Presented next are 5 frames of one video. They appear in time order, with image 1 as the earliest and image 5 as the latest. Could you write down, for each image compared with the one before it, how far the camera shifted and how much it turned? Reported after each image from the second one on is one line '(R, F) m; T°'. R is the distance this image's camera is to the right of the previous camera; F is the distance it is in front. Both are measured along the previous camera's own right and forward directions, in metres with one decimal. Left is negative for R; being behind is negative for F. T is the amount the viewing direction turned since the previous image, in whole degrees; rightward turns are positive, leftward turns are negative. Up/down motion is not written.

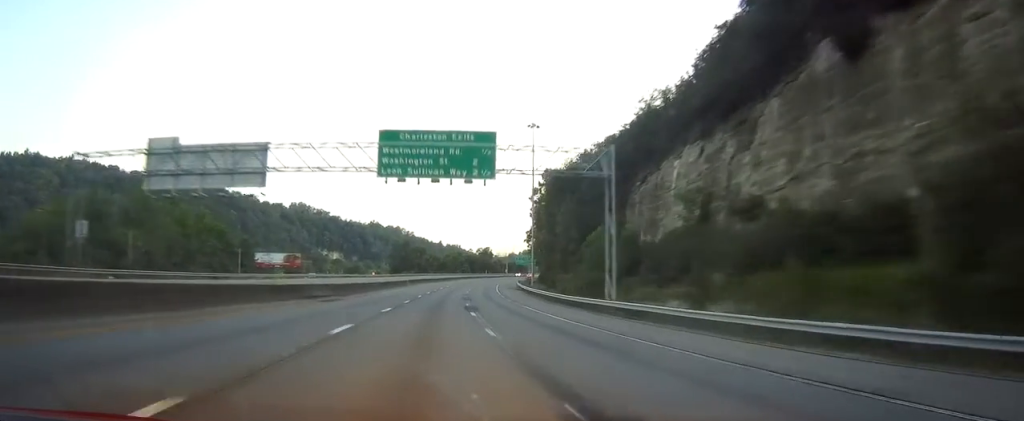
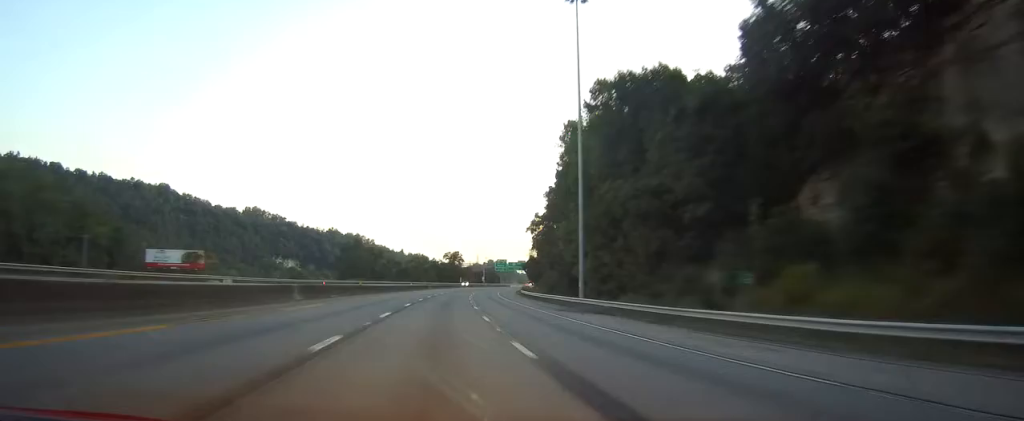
(0.0, +63.9) m; 0°
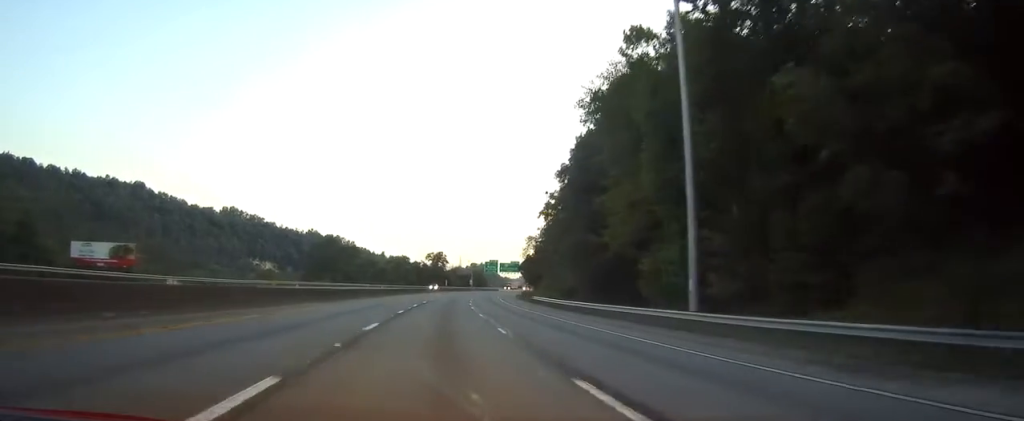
(0.0, +29.8) m; 0°
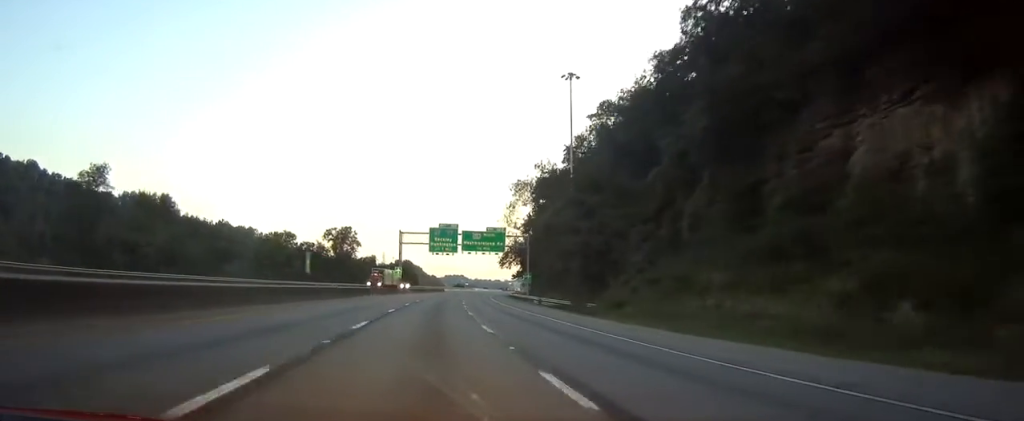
(0.0, +121.0) m; +4°
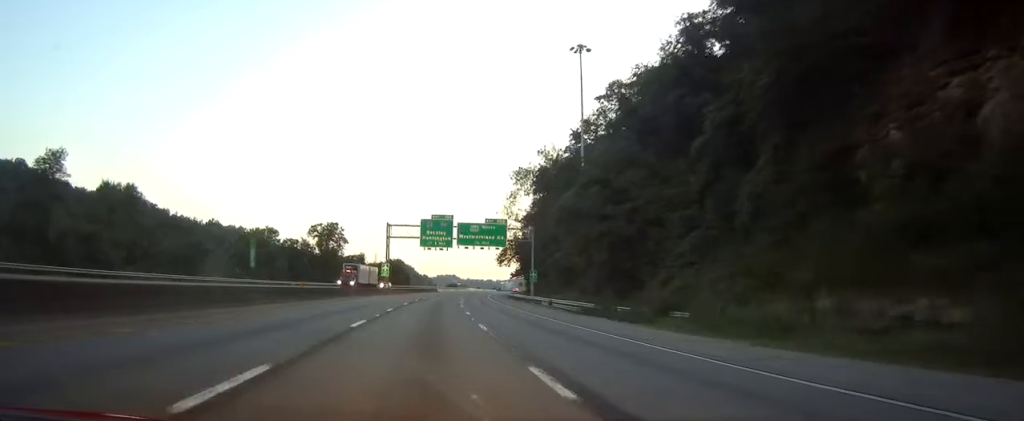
(-0.3, +11.9) m; +2°
